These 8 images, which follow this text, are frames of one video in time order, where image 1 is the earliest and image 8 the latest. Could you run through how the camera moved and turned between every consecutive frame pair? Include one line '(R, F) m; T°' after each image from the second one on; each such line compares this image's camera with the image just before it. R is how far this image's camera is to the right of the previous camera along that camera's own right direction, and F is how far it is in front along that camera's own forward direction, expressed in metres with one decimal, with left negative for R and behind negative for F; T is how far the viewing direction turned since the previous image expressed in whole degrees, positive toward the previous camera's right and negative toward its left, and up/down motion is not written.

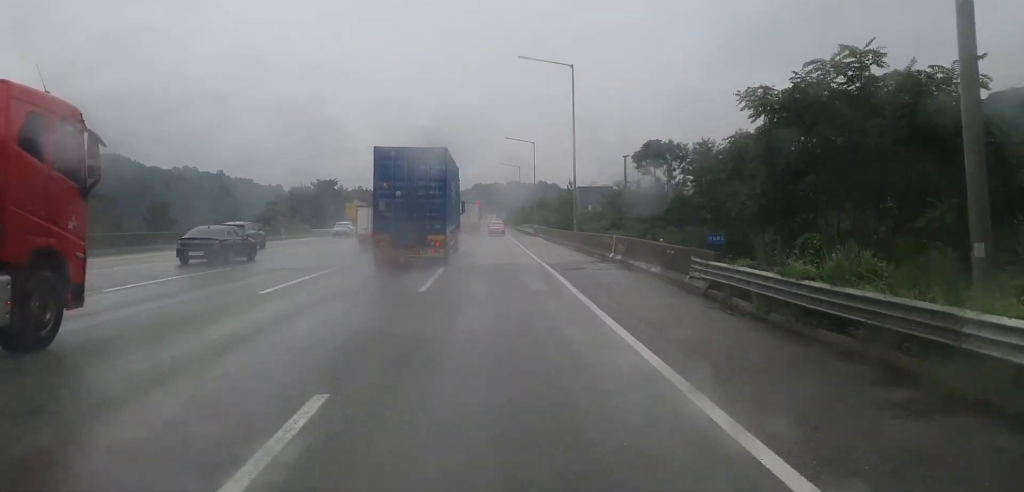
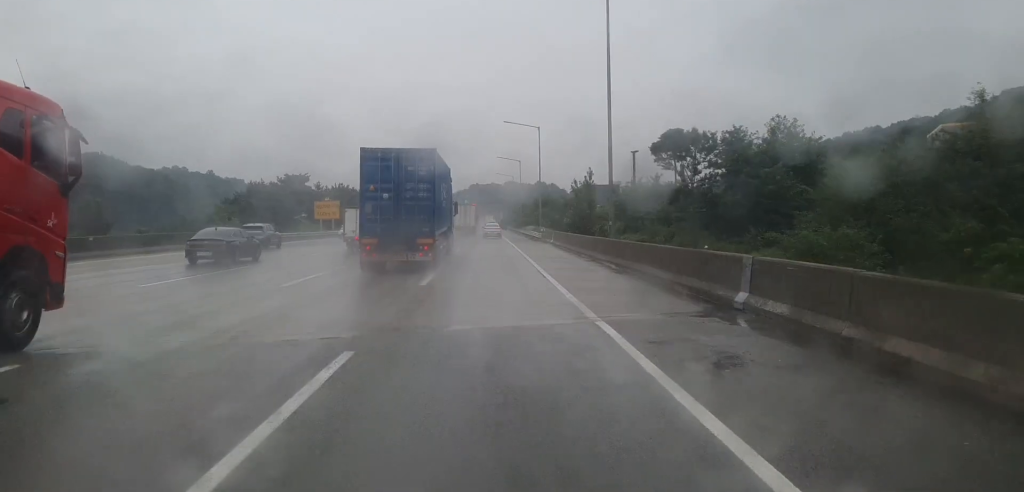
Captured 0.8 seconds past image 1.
(+0.1, +17.8) m; 0°
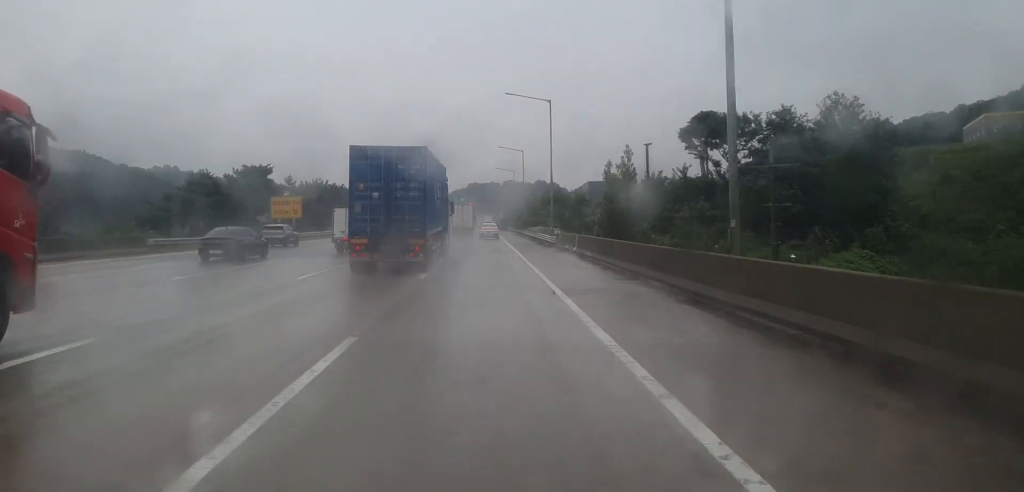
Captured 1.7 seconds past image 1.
(0.0, +18.3) m; 0°
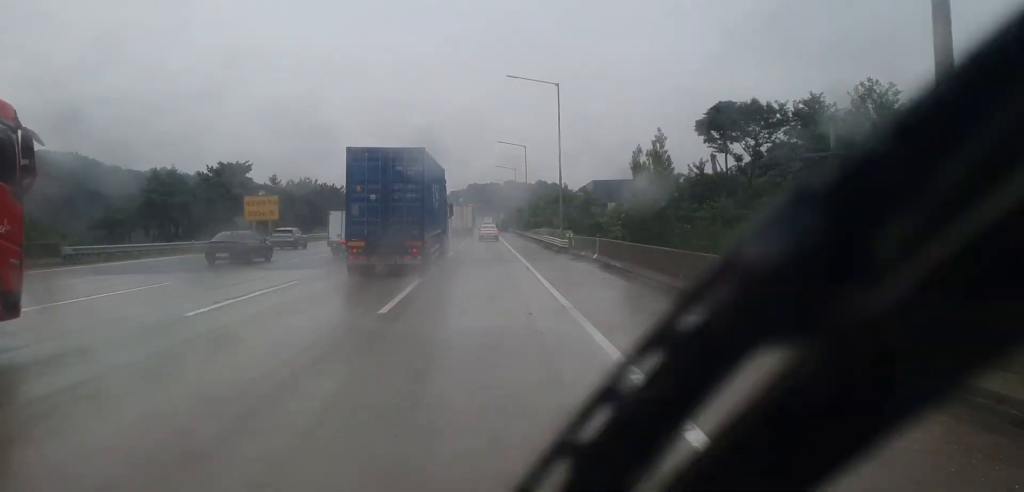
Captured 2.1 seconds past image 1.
(0.0, +8.3) m; 0°
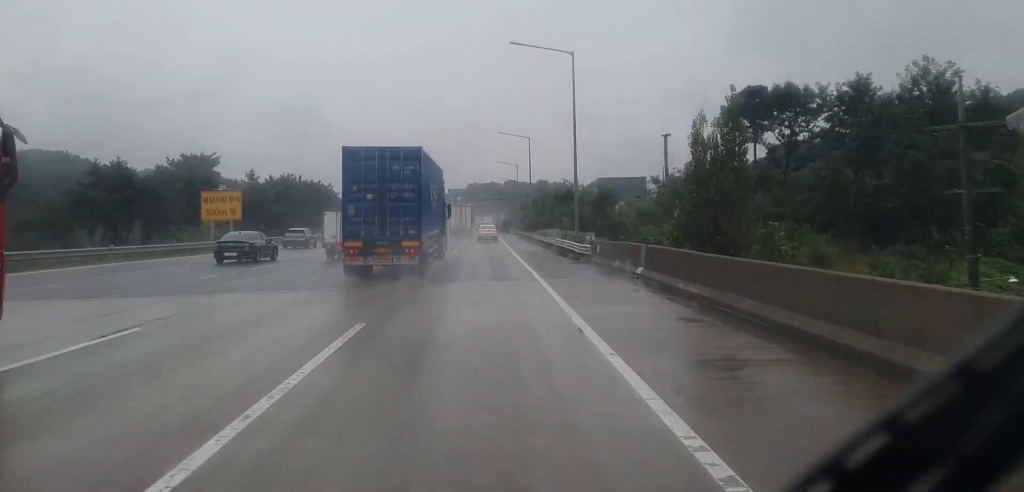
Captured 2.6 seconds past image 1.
(0.0, +10.3) m; 0°
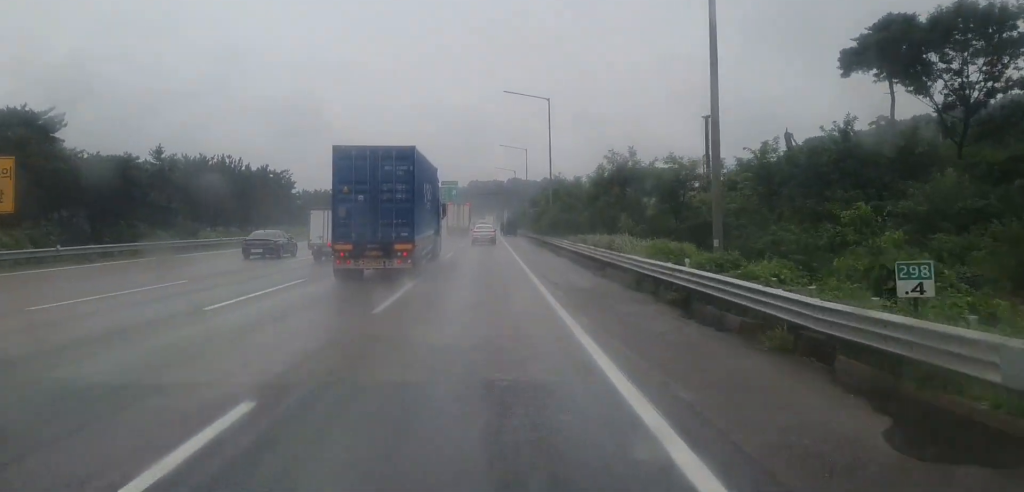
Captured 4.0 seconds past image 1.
(-0.4, +28.3) m; -1°
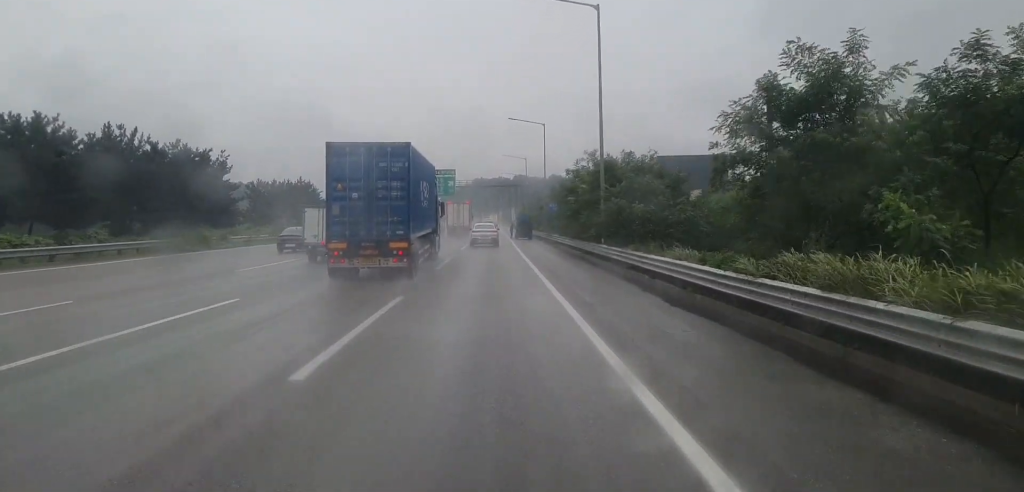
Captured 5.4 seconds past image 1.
(+0.2, +27.0) m; +1°
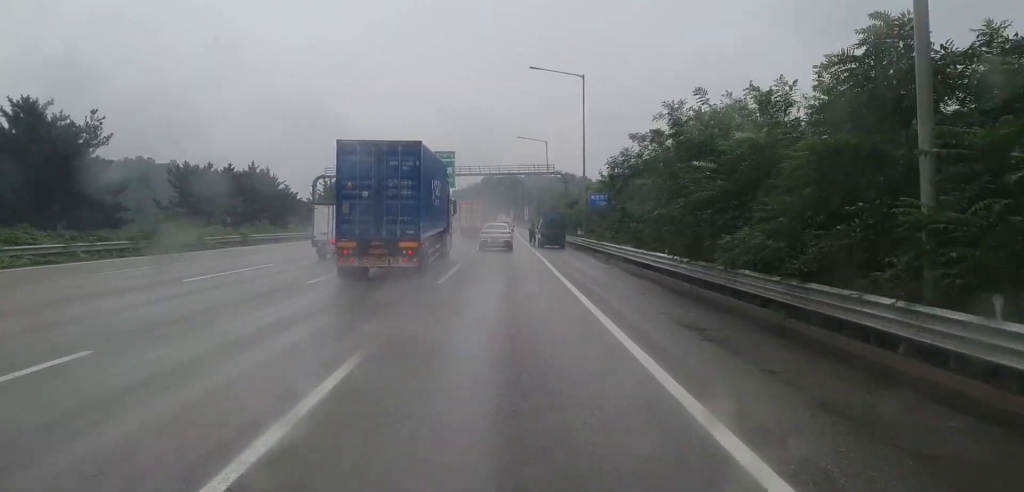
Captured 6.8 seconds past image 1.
(-0.3, +26.6) m; -2°
